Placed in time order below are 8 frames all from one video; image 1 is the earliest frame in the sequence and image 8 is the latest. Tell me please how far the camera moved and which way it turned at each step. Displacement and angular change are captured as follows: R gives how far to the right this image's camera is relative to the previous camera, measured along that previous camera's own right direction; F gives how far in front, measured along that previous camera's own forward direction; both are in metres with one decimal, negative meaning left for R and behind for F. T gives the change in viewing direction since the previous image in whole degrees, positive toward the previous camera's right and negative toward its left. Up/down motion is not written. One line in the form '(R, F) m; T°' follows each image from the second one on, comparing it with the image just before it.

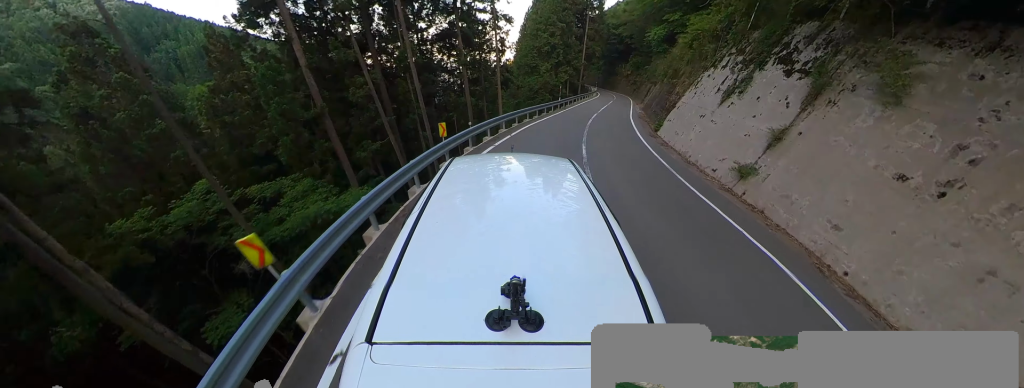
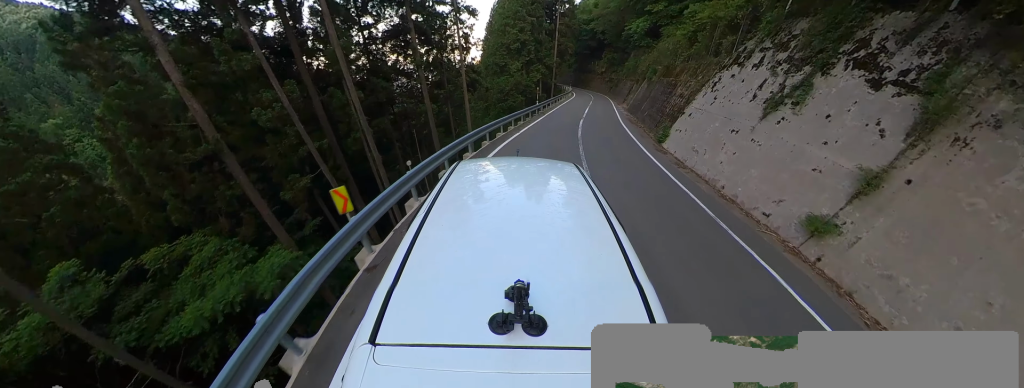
(-0.2, +4.3) m; +5°
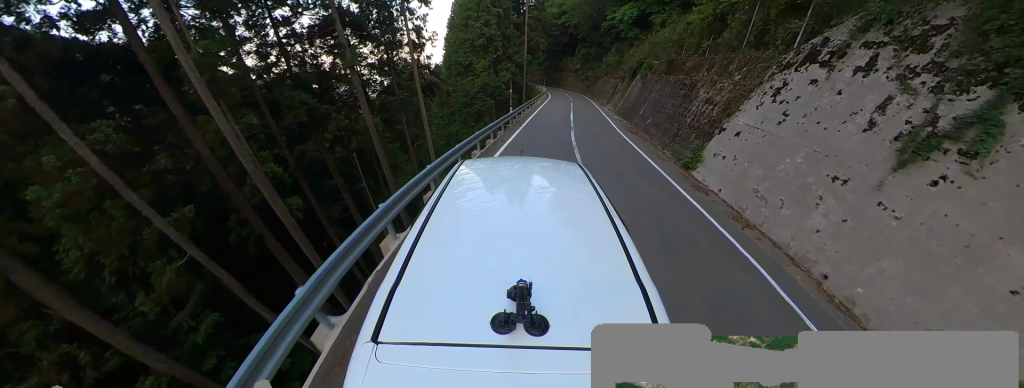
(+0.4, +5.2) m; +7°
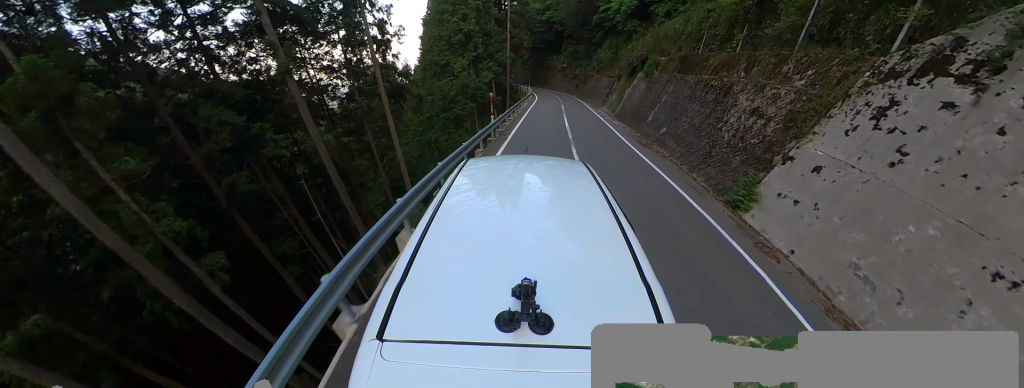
(+0.4, +3.5) m; +5°
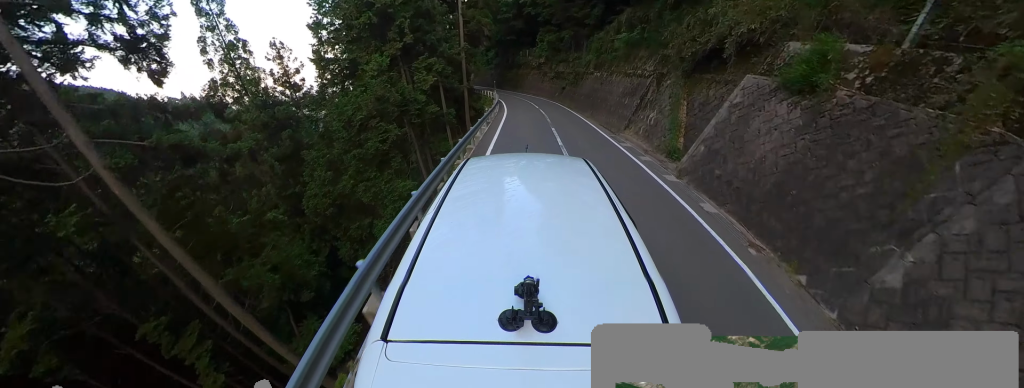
(+1.5, +12.7) m; +16°
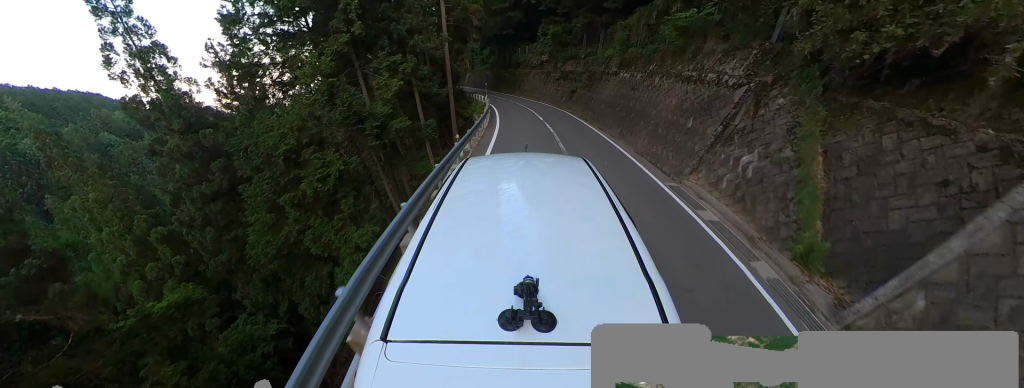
(+1.0, +6.5) m; 0°
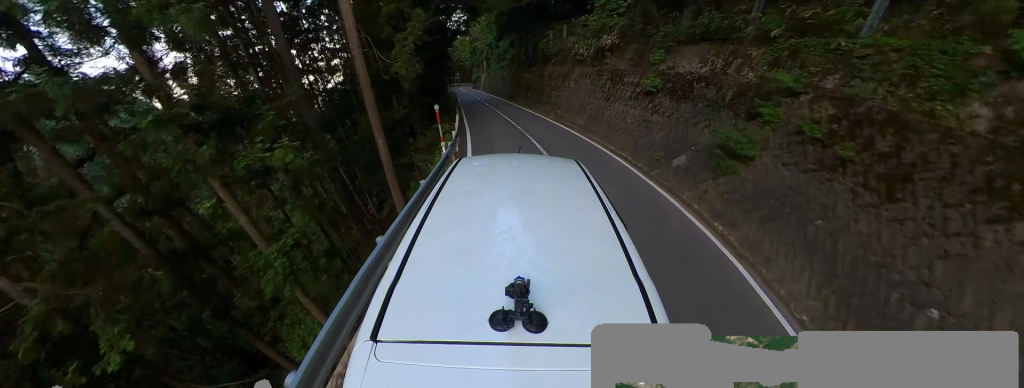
(-1.7, +17.1) m; -11°
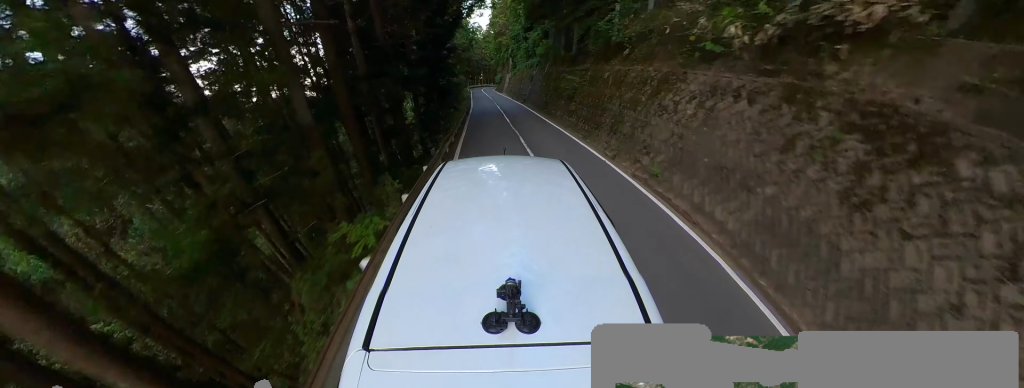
(-0.4, +9.6) m; -7°
